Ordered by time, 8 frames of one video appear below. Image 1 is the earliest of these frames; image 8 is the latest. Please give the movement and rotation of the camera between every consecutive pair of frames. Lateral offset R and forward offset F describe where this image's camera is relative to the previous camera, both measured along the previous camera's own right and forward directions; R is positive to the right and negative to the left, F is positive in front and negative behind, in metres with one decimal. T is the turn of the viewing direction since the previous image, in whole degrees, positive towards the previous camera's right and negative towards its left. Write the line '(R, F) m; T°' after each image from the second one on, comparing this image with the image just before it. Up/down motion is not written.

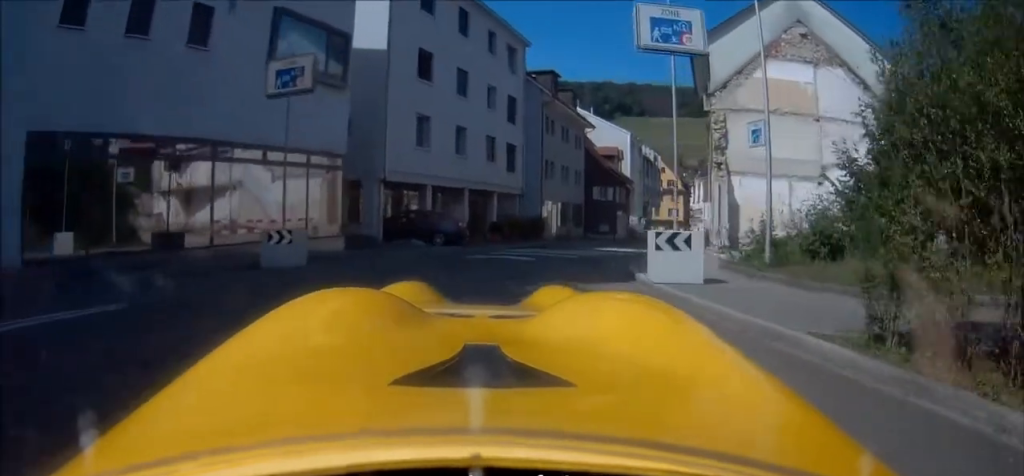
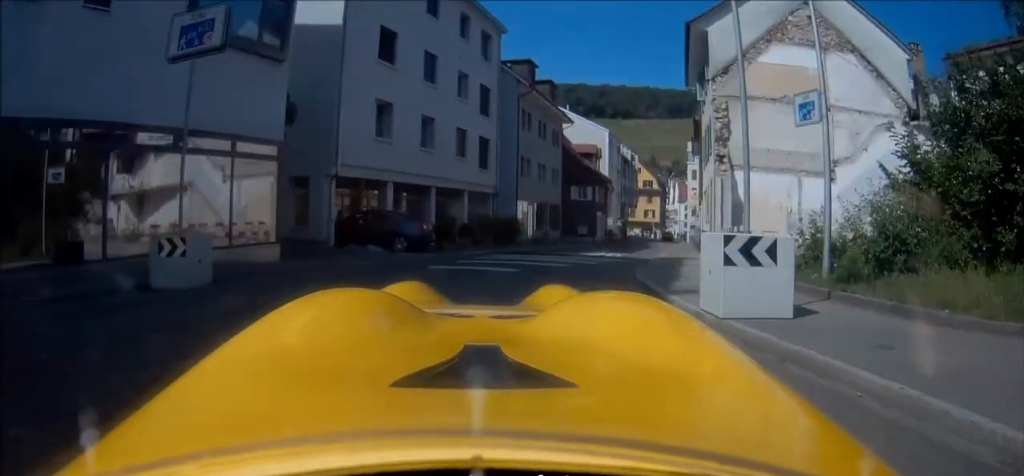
(-0.1, +2.8) m; +1°
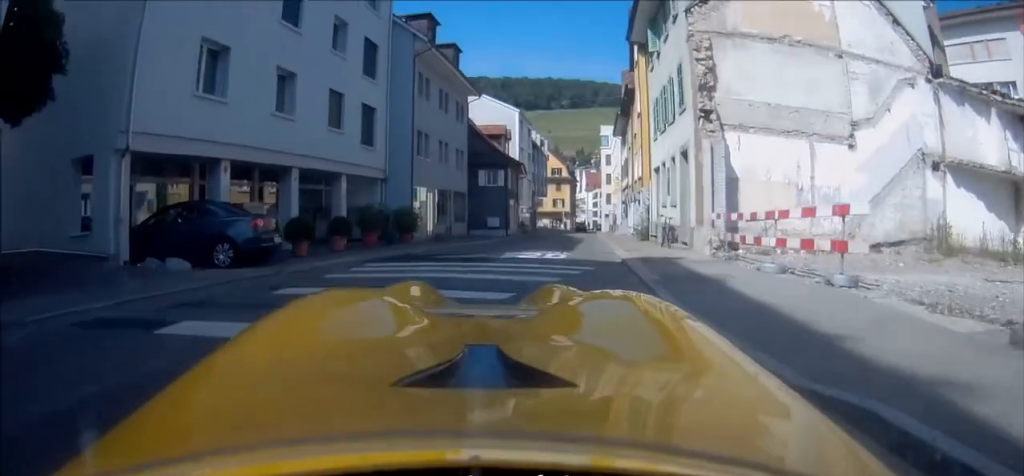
(+0.3, +6.6) m; +4°
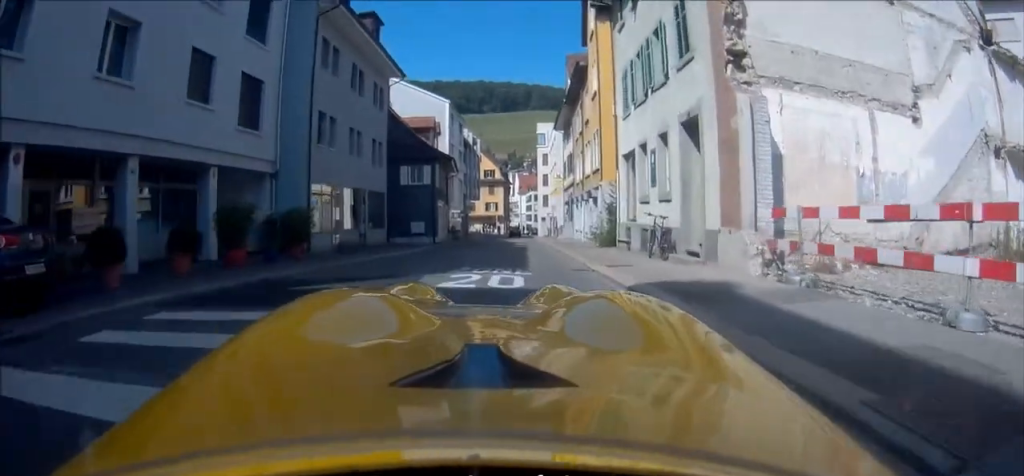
(+0.2, +5.5) m; +1°
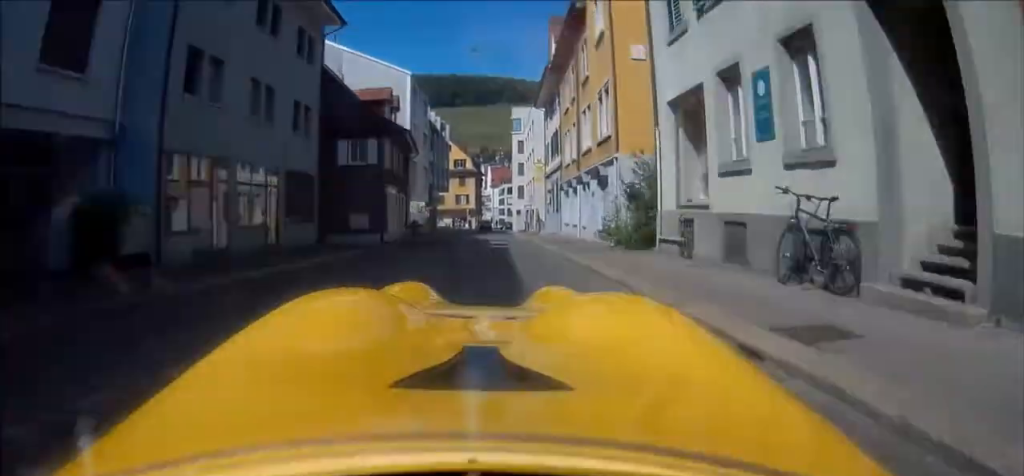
(0.0, +7.5) m; 0°
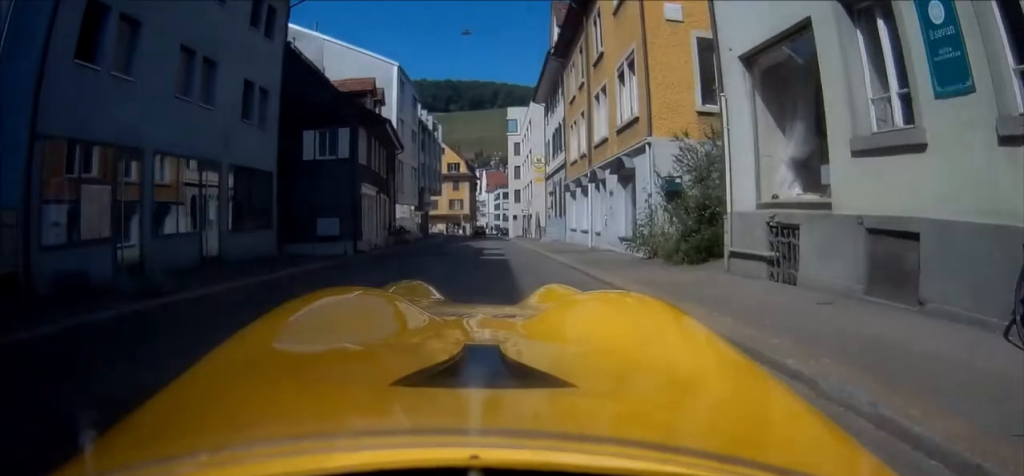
(0.0, +3.8) m; 0°
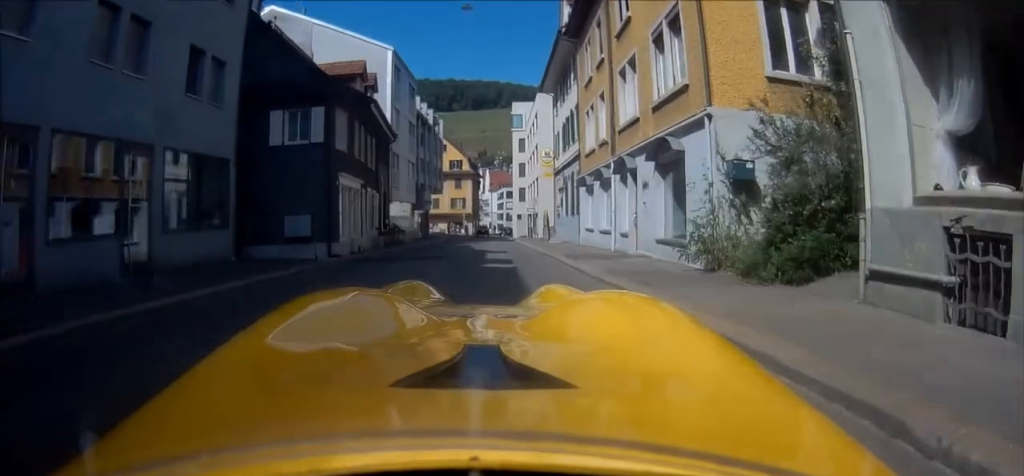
(0.0, +3.2) m; +1°
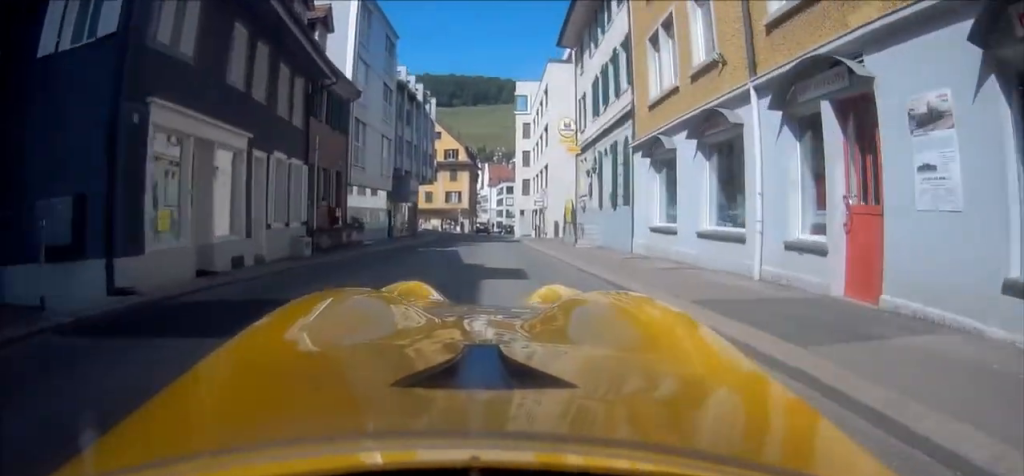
(+0.3, +9.0) m; 0°
